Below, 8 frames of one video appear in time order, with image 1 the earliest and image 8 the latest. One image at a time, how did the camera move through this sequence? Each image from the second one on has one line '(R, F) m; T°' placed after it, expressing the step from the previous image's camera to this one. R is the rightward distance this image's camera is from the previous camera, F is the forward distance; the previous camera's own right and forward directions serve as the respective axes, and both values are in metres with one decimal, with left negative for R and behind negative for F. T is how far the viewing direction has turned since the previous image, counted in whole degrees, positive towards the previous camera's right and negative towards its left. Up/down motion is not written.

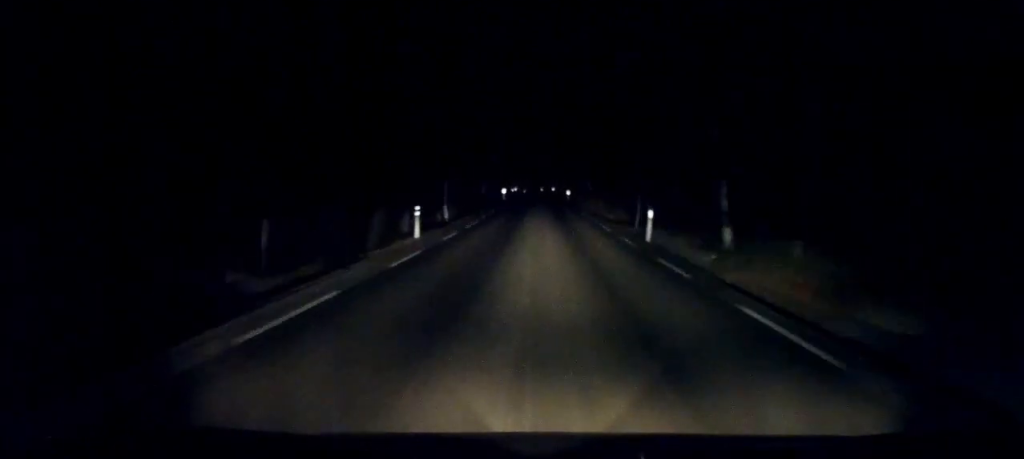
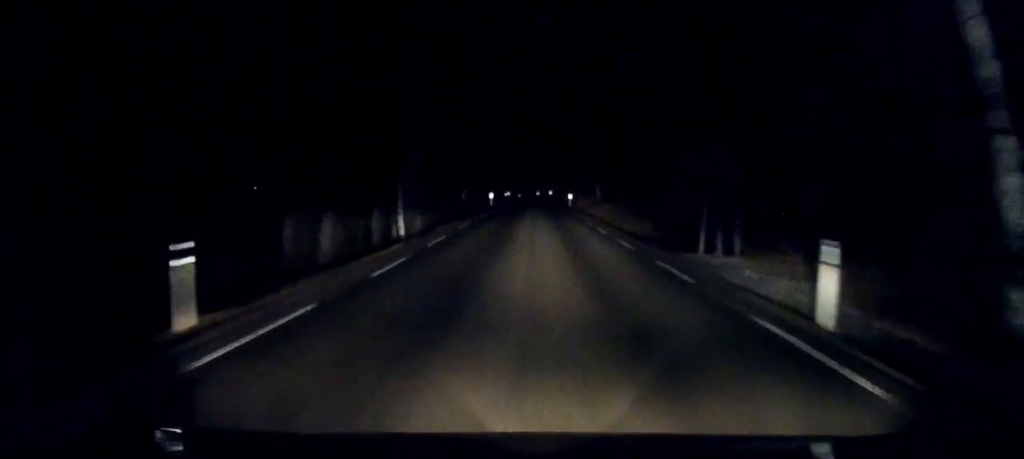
(0.0, +13.4) m; 0°
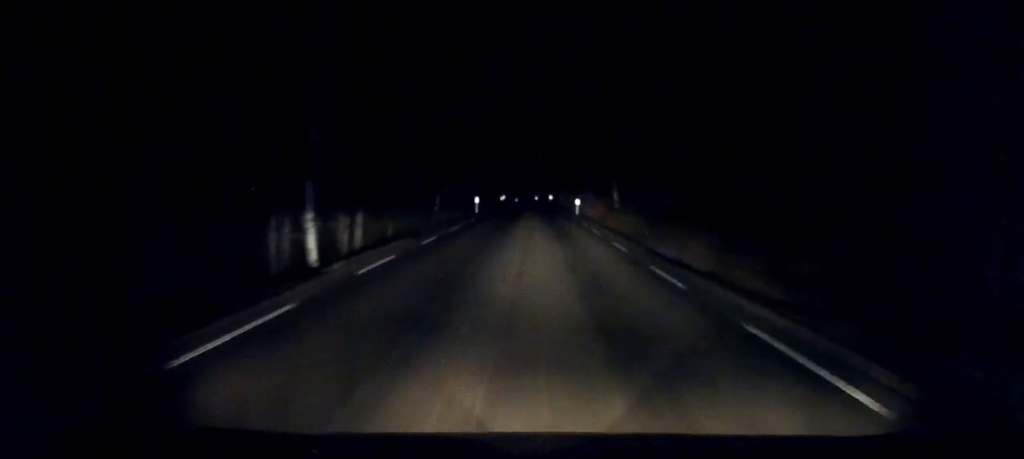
(0.0, +12.5) m; 0°
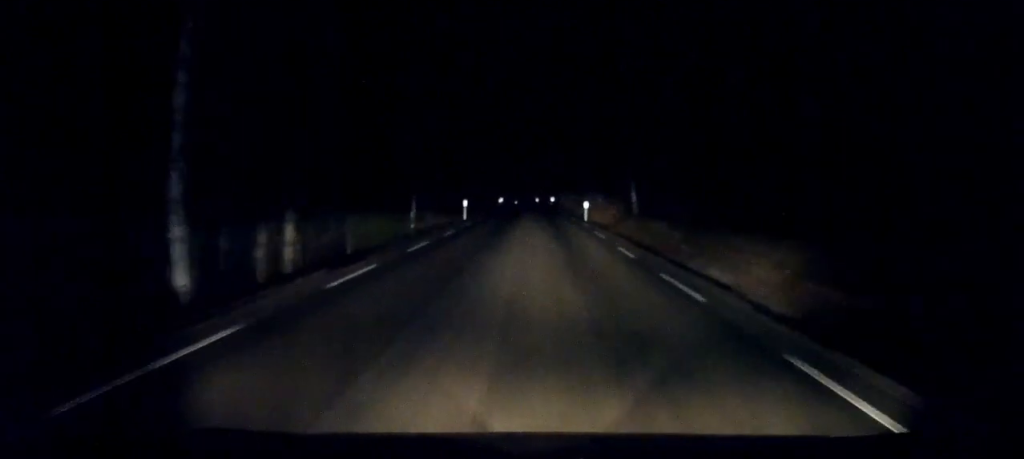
(0.0, +7.5) m; 0°
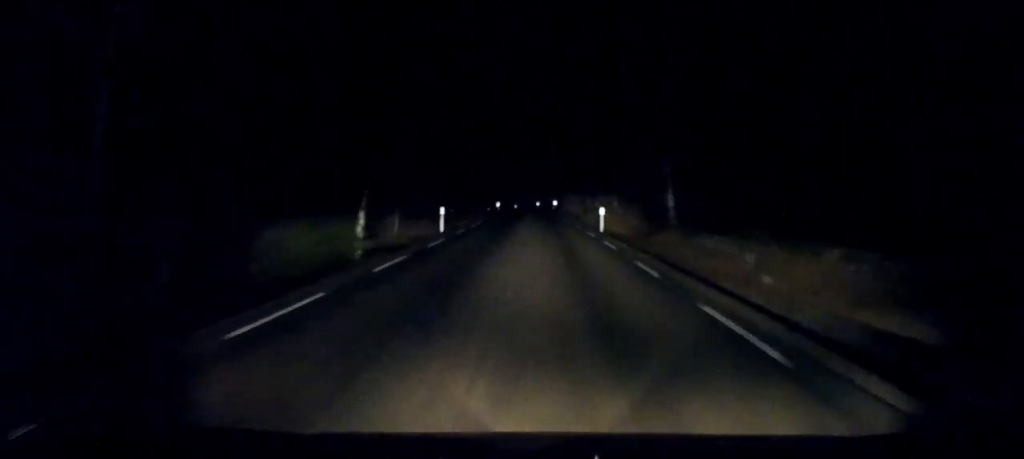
(0.0, +9.1) m; 0°
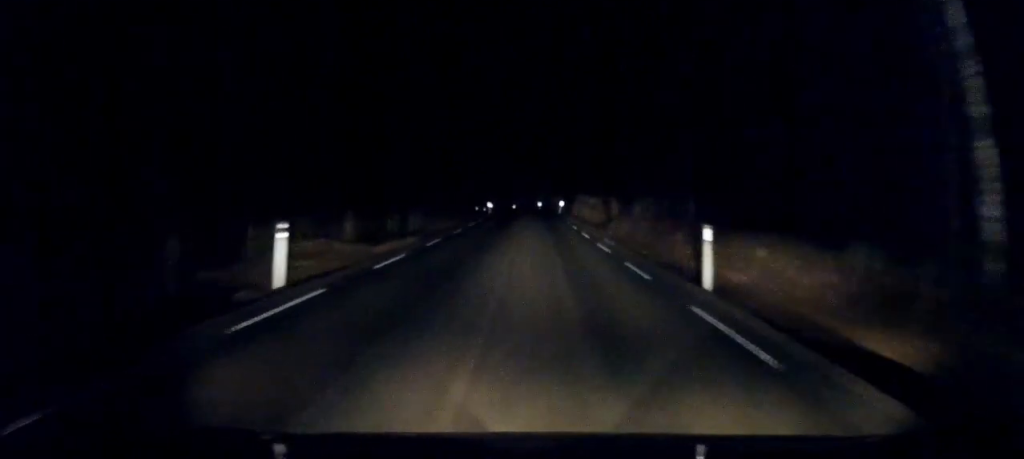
(-0.1, +17.8) m; 0°
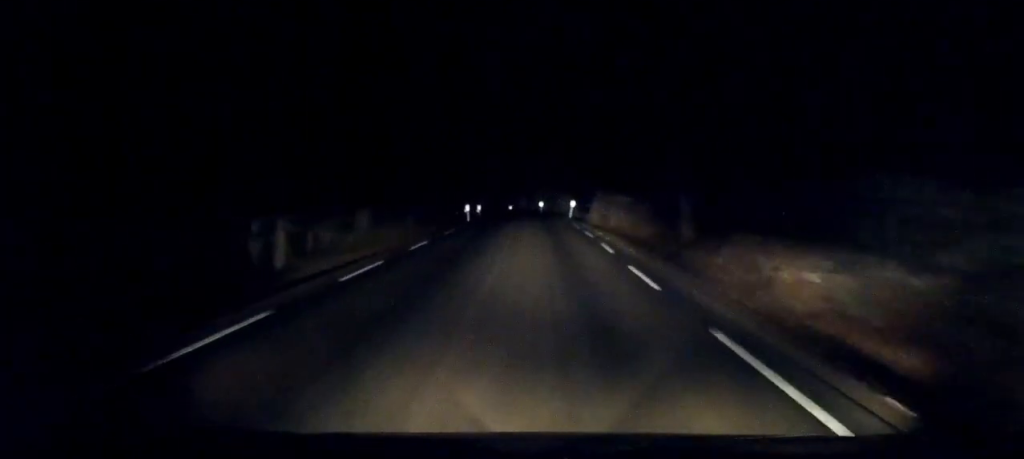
(+0.1, +19.8) m; 0°
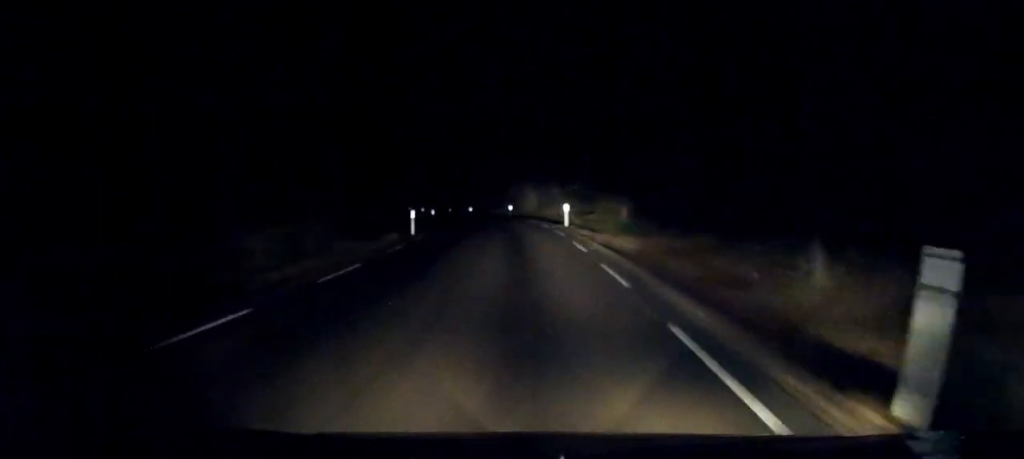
(-0.5, +41.7) m; -3°
